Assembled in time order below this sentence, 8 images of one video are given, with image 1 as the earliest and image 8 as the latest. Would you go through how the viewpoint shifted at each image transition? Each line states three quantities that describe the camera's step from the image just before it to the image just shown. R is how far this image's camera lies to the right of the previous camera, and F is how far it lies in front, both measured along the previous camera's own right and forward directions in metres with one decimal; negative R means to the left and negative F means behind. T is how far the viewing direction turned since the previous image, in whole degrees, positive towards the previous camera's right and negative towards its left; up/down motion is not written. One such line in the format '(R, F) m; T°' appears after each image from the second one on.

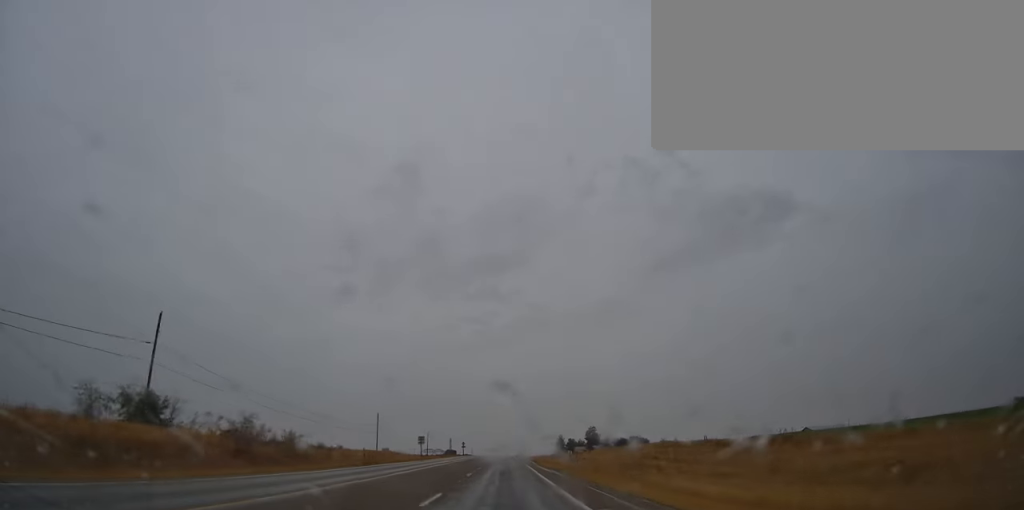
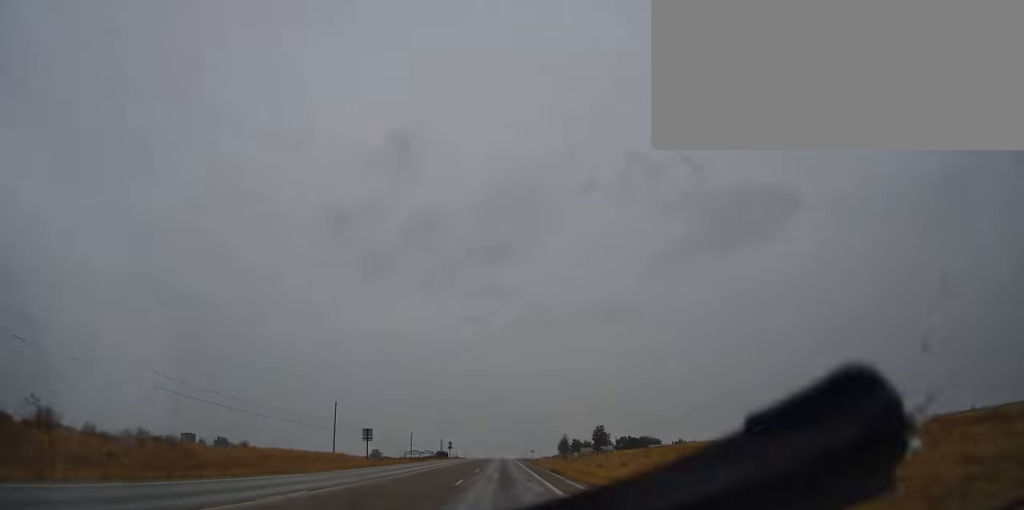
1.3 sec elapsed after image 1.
(-0.1, +36.1) m; 0°
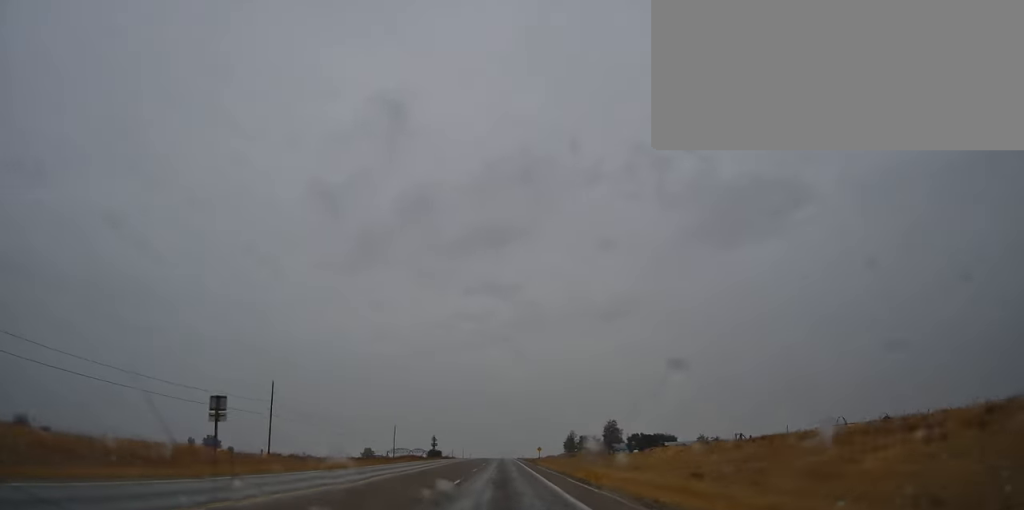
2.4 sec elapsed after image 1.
(-0.2, +32.3) m; 0°
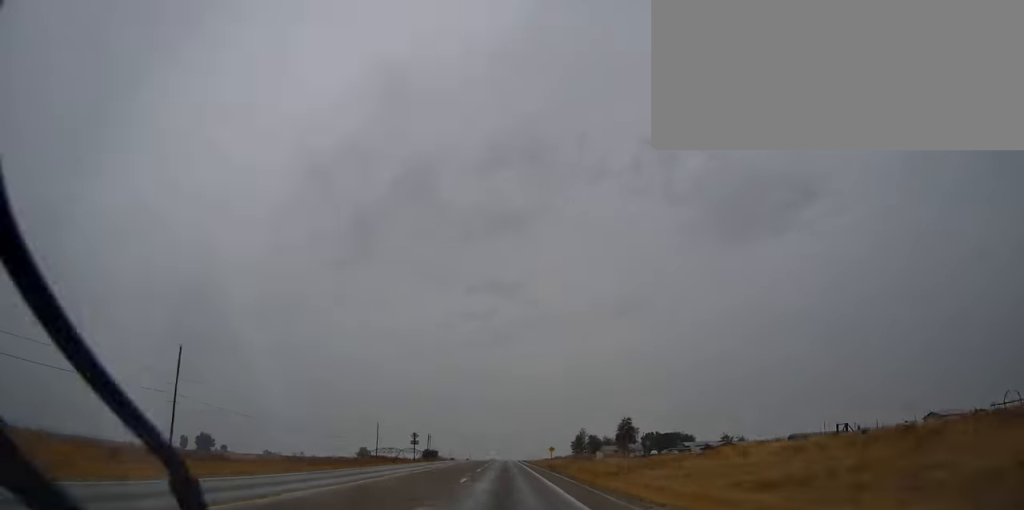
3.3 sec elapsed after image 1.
(+0.1, +26.7) m; 0°
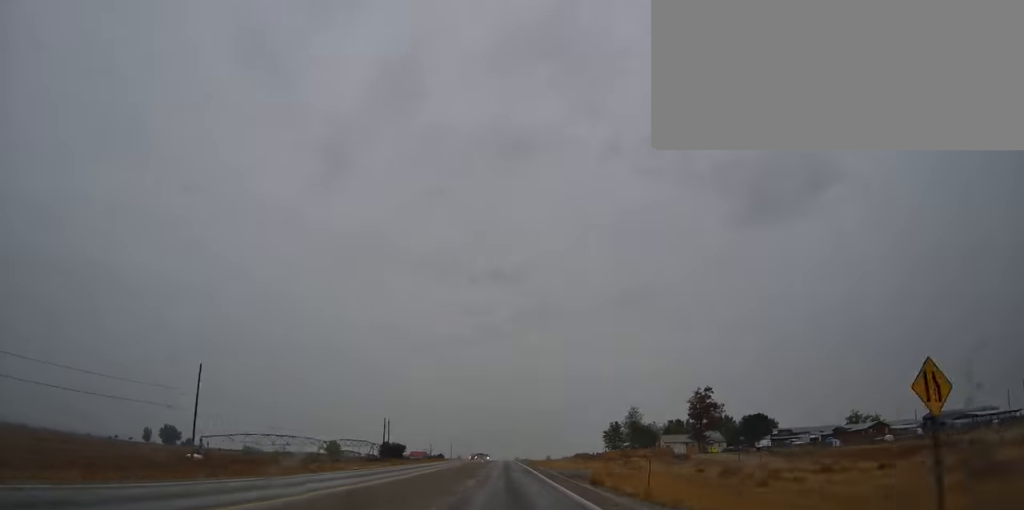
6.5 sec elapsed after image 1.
(+0.4, +91.7) m; 0°
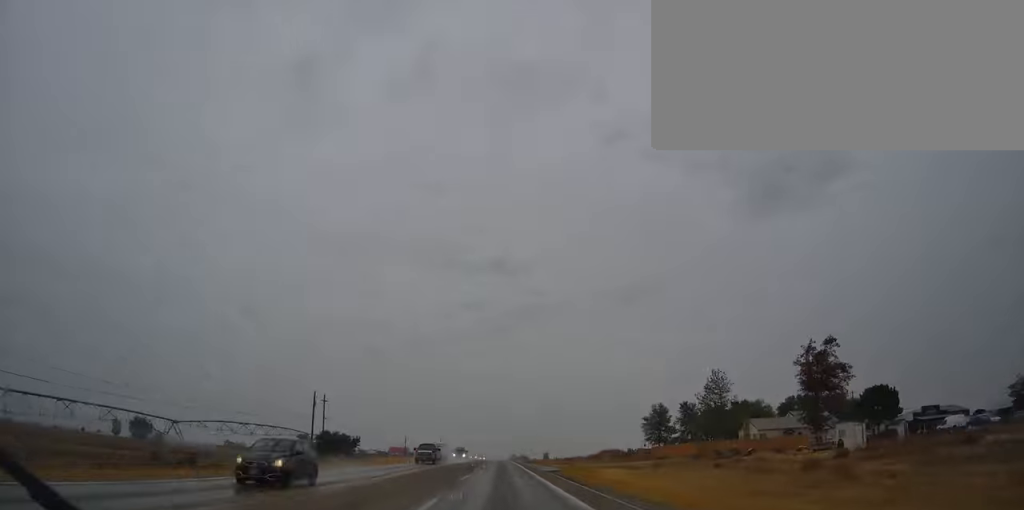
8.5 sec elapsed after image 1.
(0.0, +57.9) m; 0°
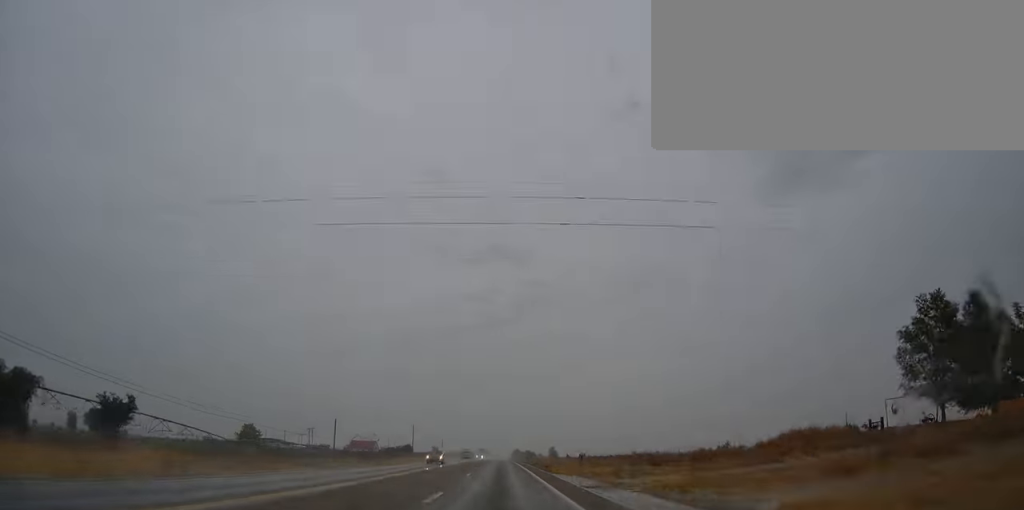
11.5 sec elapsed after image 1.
(0.0, +88.4) m; 0°
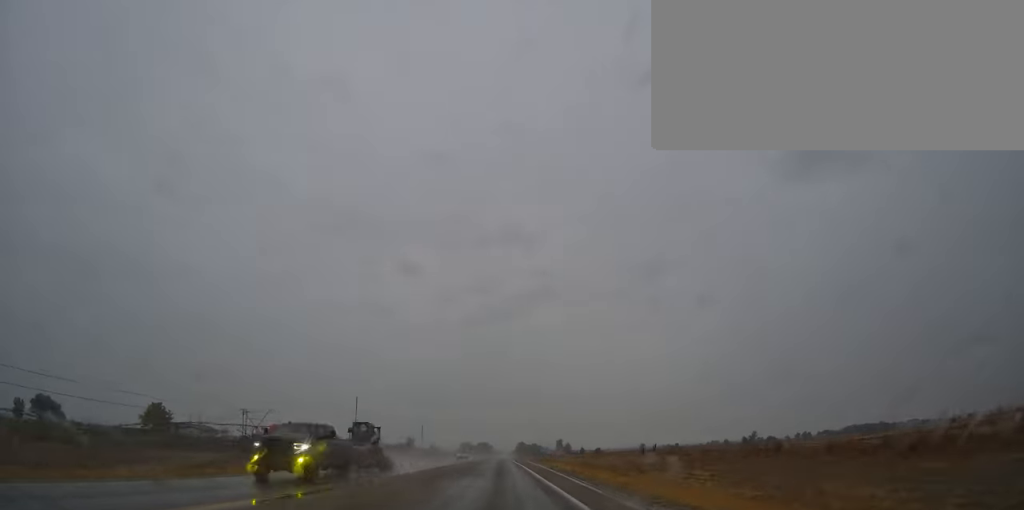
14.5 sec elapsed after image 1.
(0.0, +87.9) m; 0°
